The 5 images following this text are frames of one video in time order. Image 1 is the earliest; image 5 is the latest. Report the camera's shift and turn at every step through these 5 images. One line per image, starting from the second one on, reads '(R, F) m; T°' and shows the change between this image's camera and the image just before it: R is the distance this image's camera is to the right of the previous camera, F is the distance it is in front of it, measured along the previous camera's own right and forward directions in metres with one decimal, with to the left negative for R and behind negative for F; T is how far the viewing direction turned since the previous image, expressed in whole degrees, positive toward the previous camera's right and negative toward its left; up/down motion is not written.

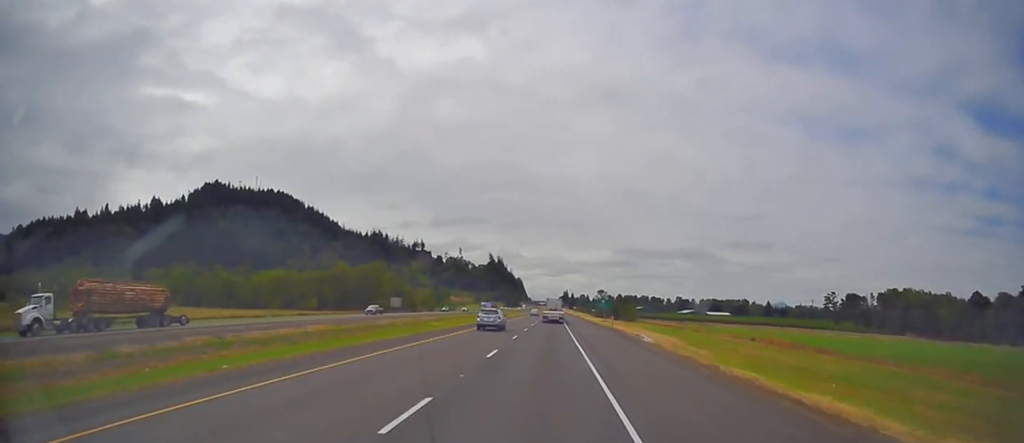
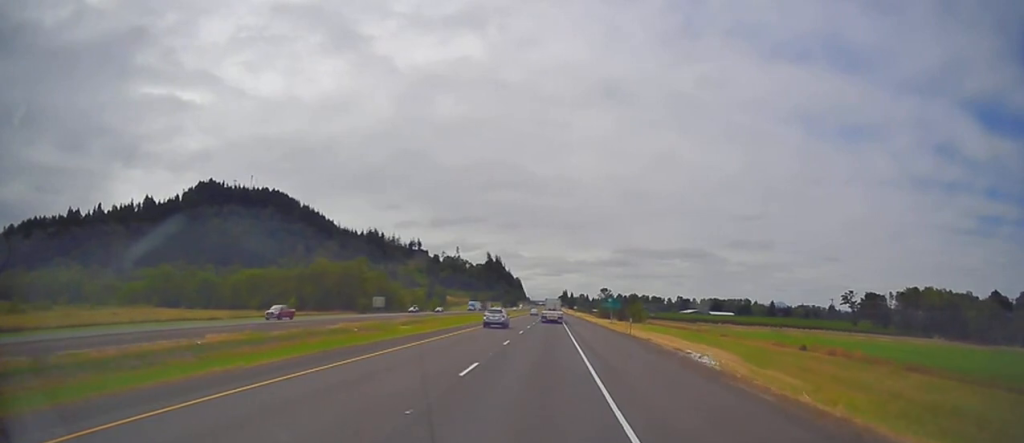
(+0.5, +18.5) m; 0°
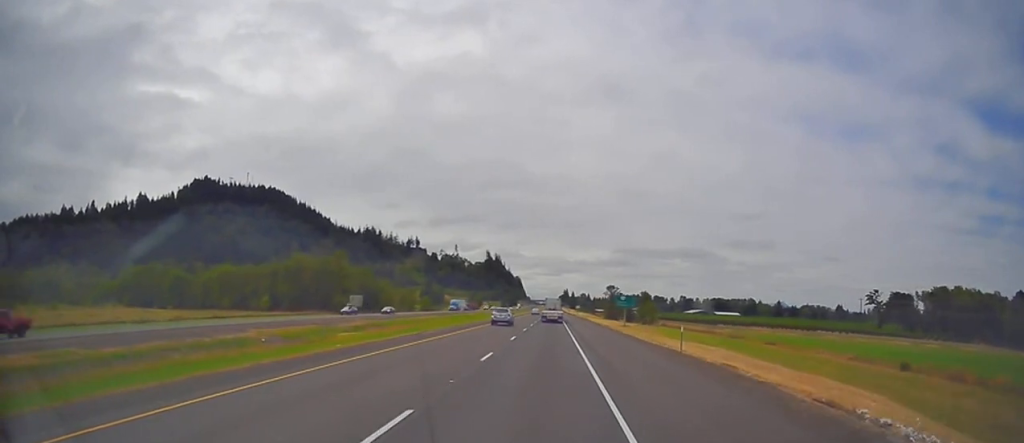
(-0.4, +19.5) m; 0°
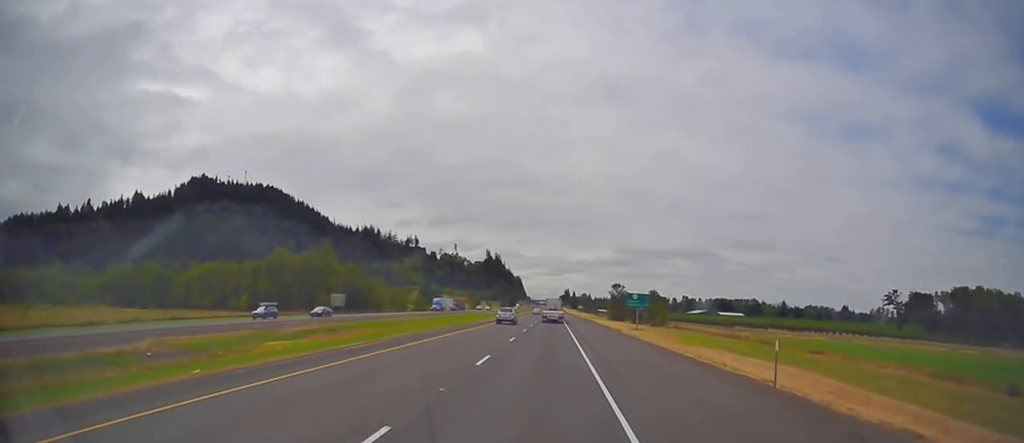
(+0.1, +13.7) m; 0°
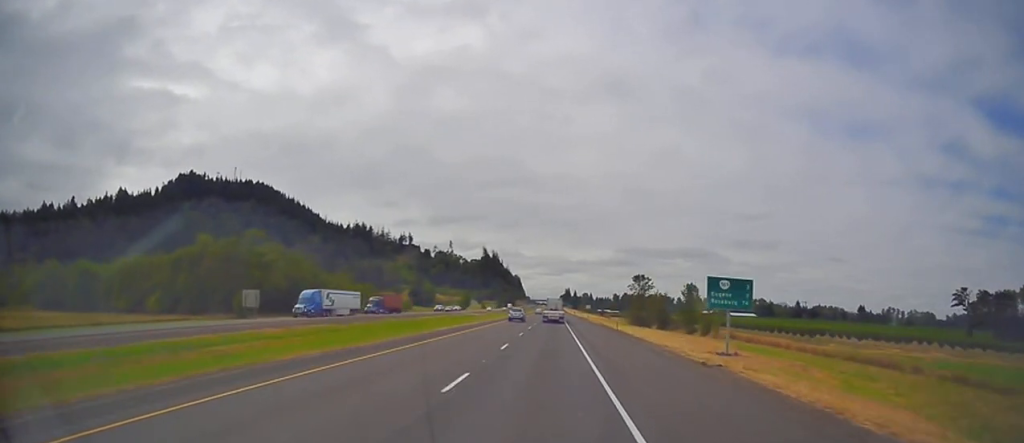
(0.0, +43.3) m; 0°
